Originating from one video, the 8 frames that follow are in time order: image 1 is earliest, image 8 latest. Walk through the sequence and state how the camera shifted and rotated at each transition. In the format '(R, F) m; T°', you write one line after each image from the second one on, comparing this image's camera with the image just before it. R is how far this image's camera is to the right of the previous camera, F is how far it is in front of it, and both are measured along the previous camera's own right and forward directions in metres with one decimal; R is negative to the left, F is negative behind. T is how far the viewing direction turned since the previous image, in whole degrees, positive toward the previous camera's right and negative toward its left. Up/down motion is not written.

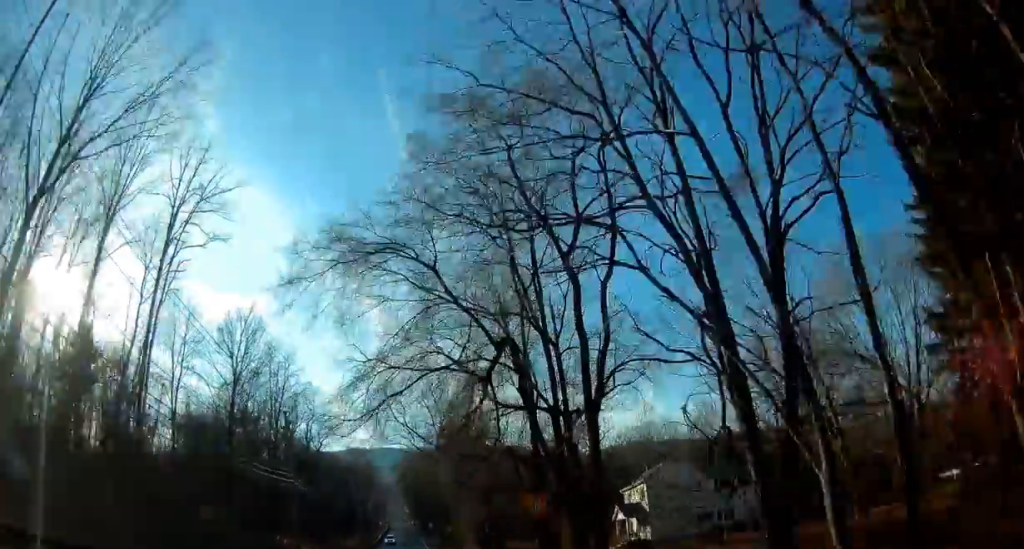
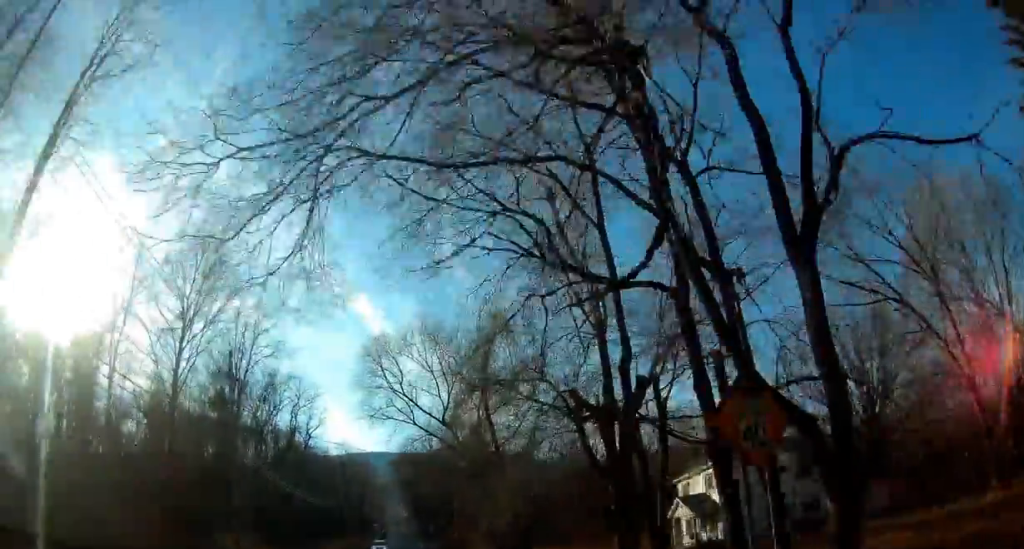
(0.0, +13.5) m; -1°
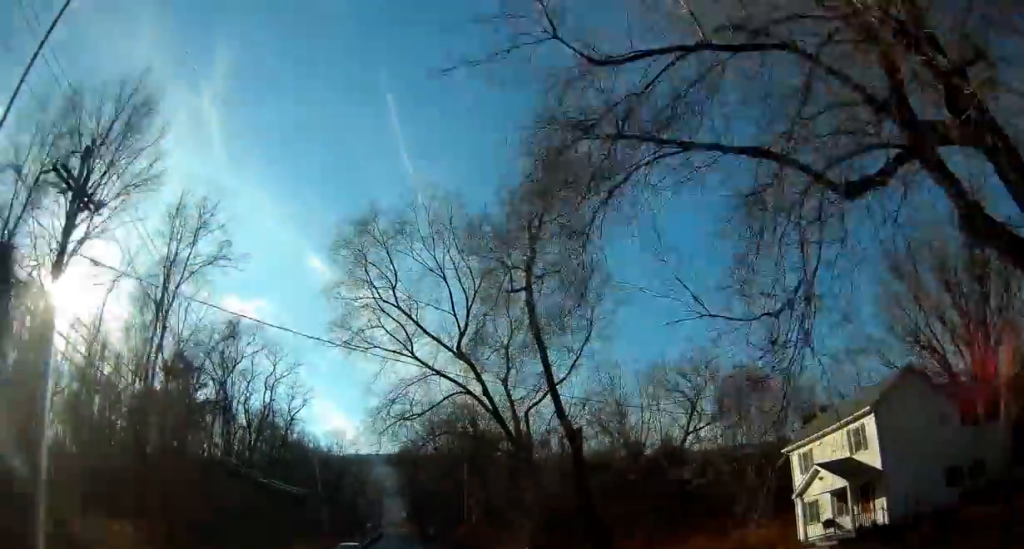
(-0.4, +16.1) m; -1°
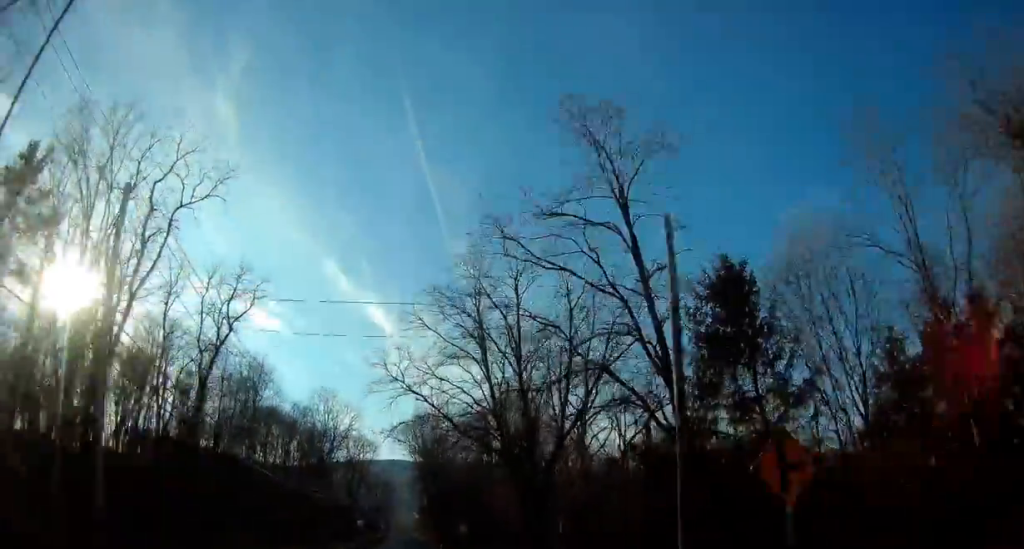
(+0.5, +40.6) m; +1°
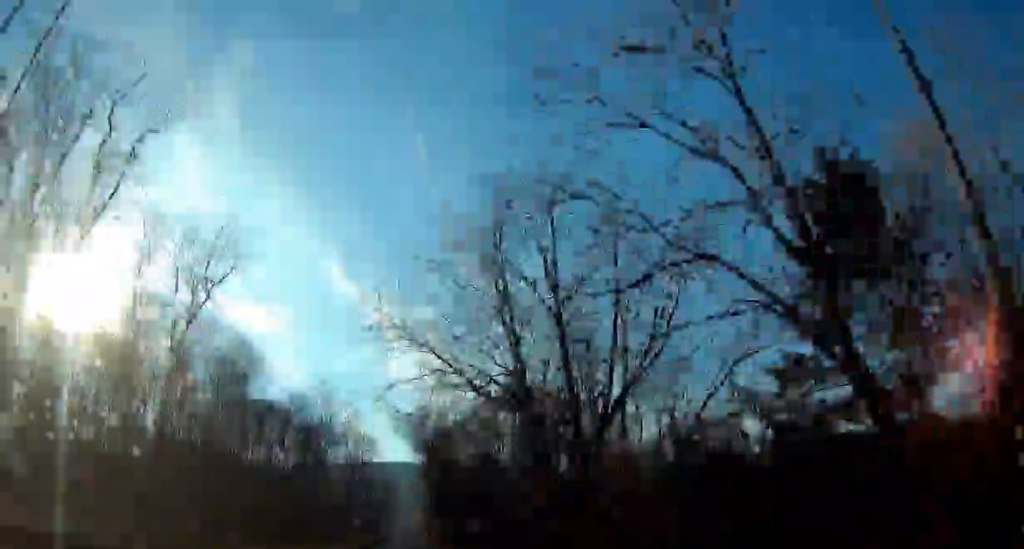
(0.0, +7.8) m; 0°
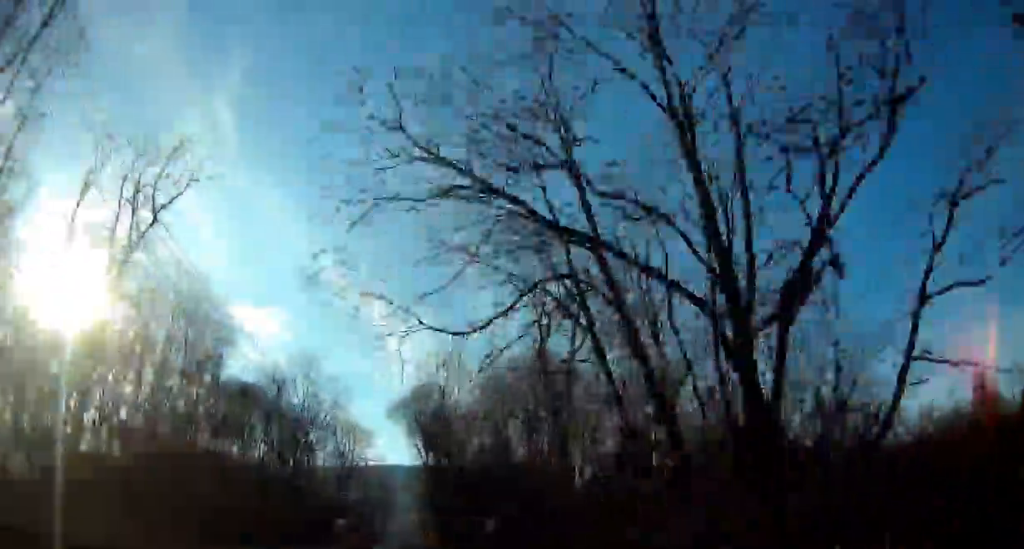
(0.0, +12.0) m; 0°
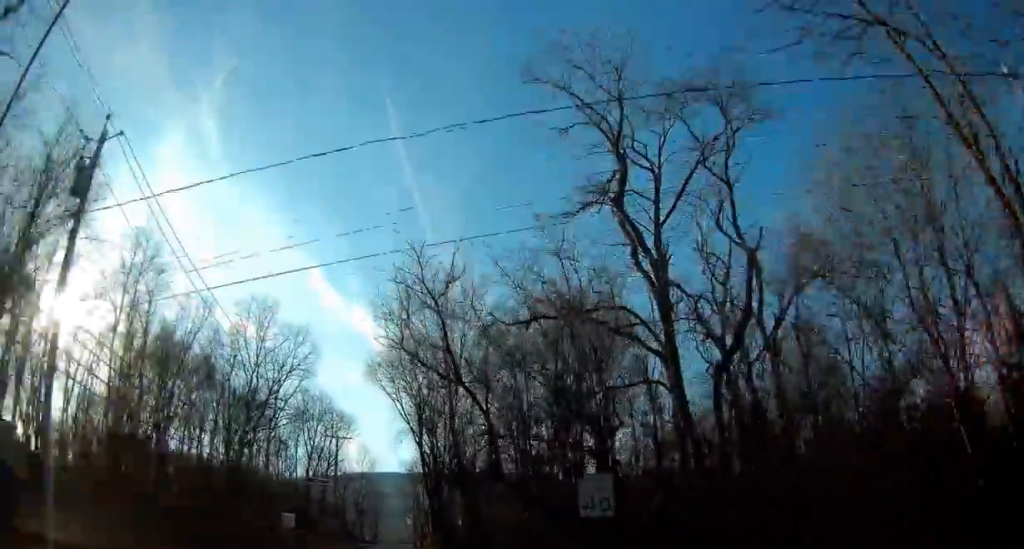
(-0.1, +20.4) m; 0°
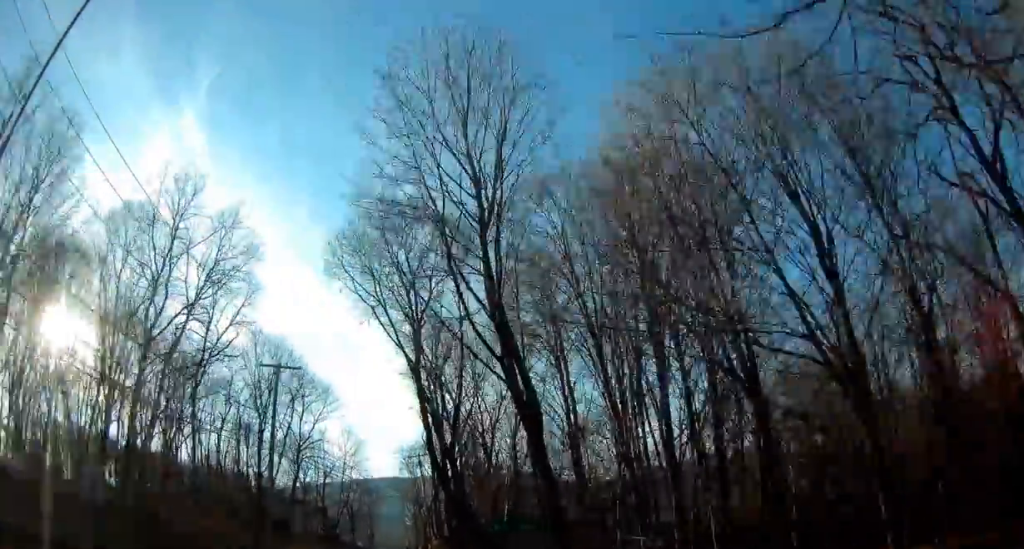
(-0.1, +23.5) m; 0°
